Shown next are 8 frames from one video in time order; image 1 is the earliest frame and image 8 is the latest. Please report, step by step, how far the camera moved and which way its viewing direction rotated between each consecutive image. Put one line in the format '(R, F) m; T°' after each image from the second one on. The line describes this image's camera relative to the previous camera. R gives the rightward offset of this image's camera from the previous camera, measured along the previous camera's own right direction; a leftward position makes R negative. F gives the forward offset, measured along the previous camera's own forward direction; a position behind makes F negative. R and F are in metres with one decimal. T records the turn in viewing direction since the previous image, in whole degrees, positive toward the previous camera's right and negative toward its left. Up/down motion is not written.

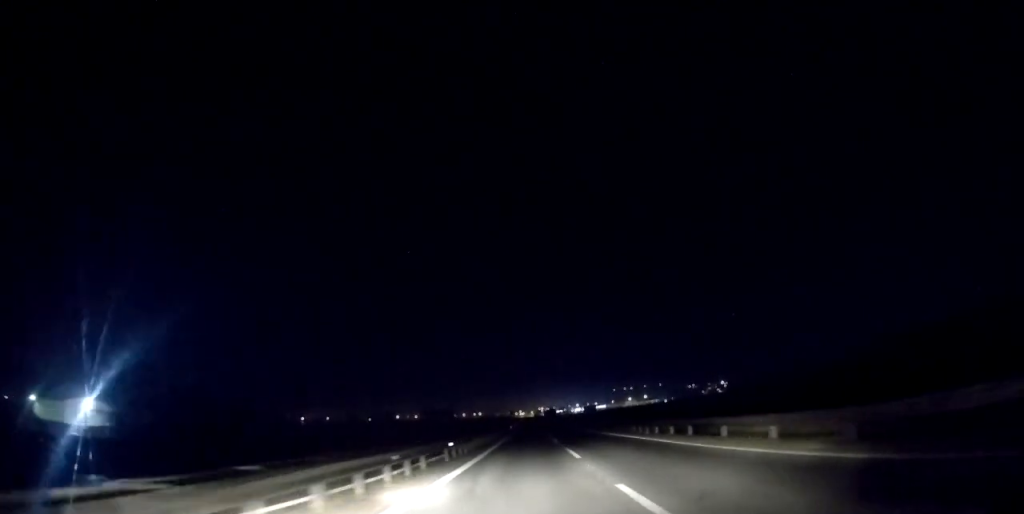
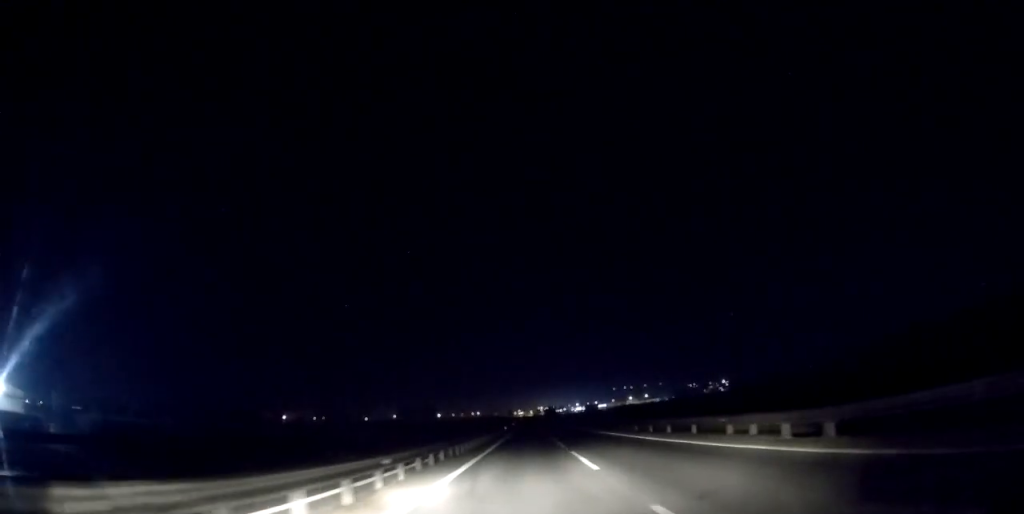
(0.0, +16.9) m; 0°
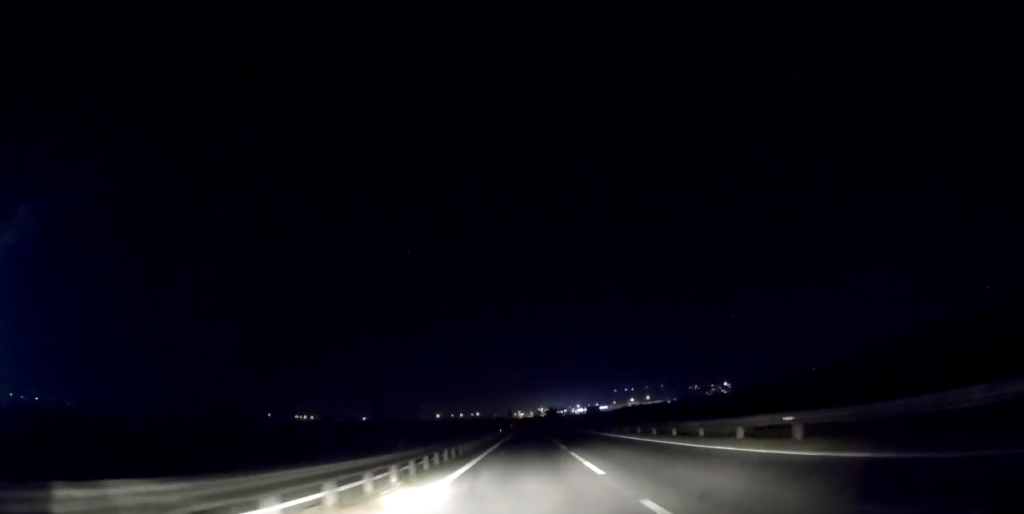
(0.0, +12.8) m; 0°
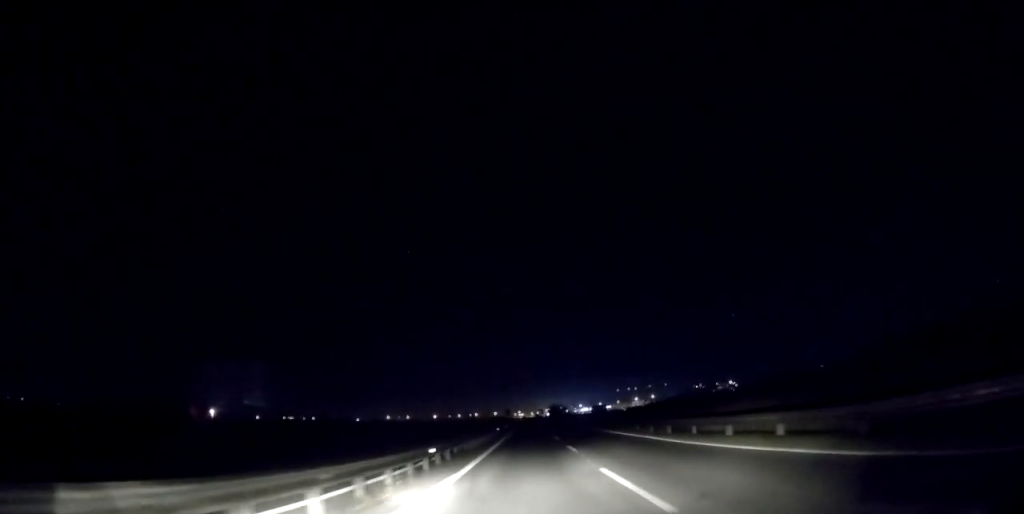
(0.0, +38.7) m; 0°
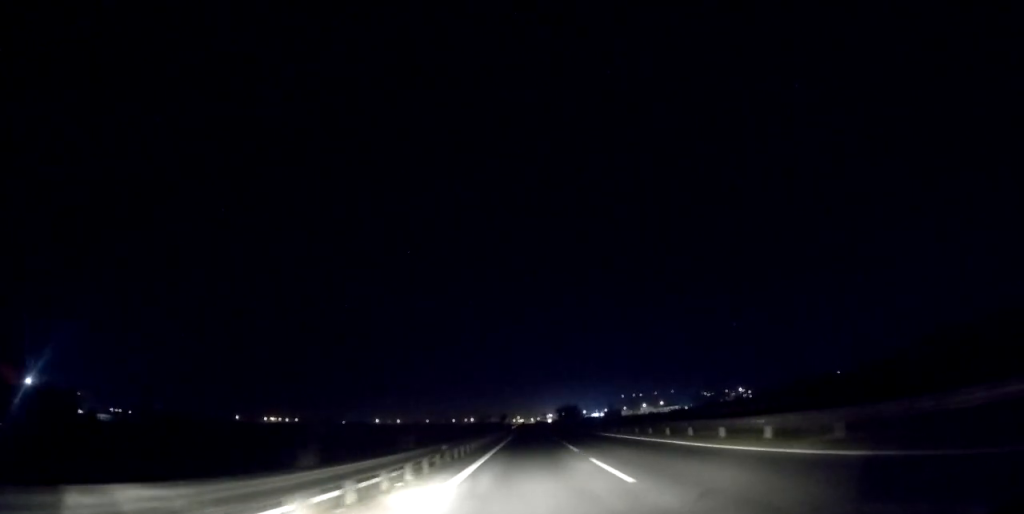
(+0.3, +71.4) m; +1°
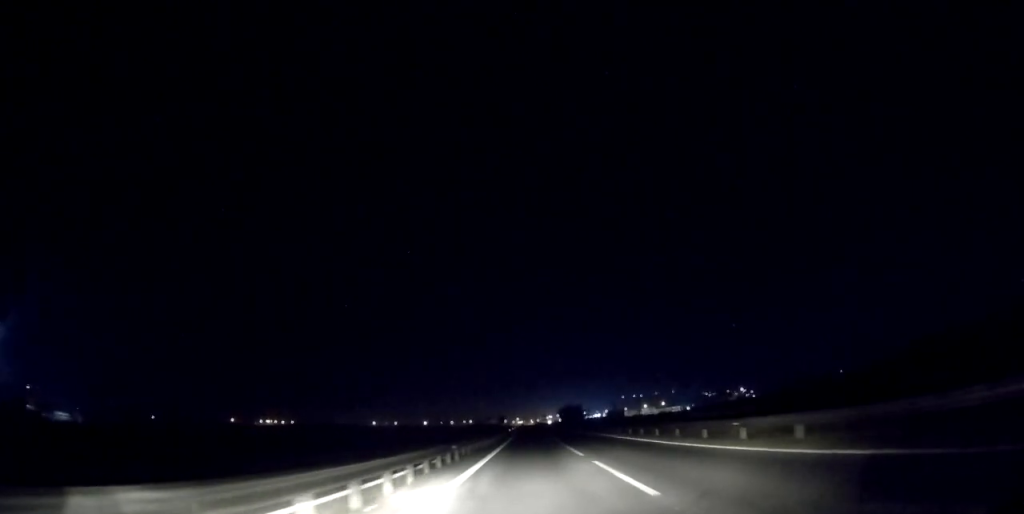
(+0.2, +13.8) m; 0°
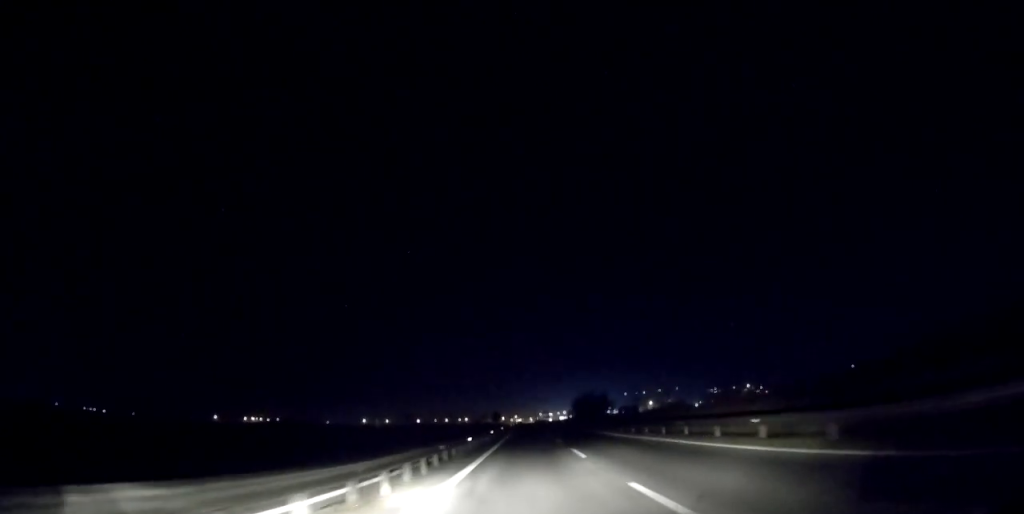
(-0.8, +49.5) m; -1°
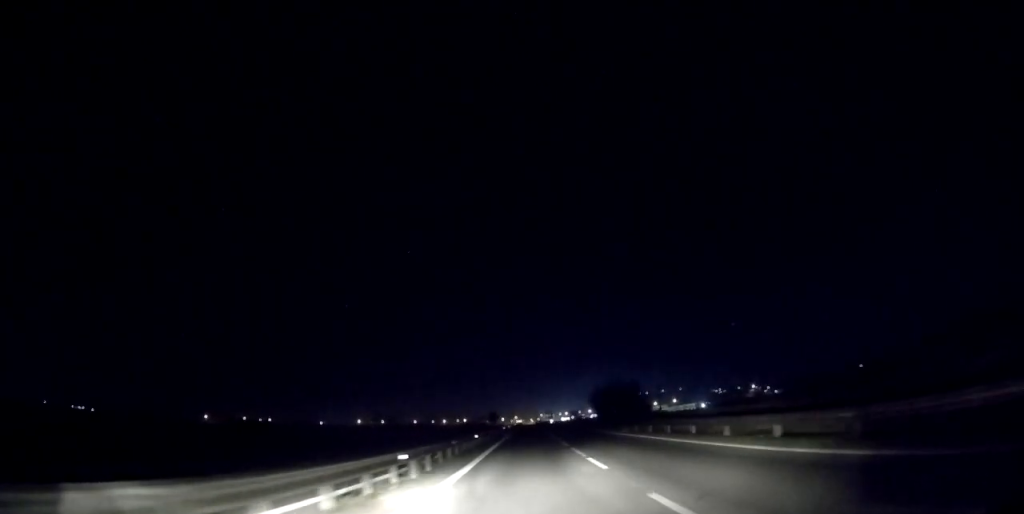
(+0.1, +28.6) m; +1°
